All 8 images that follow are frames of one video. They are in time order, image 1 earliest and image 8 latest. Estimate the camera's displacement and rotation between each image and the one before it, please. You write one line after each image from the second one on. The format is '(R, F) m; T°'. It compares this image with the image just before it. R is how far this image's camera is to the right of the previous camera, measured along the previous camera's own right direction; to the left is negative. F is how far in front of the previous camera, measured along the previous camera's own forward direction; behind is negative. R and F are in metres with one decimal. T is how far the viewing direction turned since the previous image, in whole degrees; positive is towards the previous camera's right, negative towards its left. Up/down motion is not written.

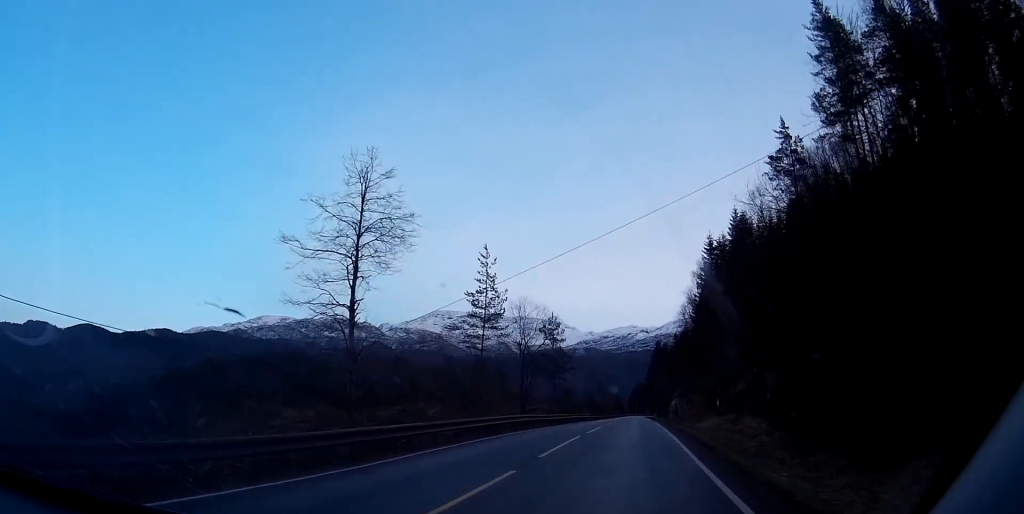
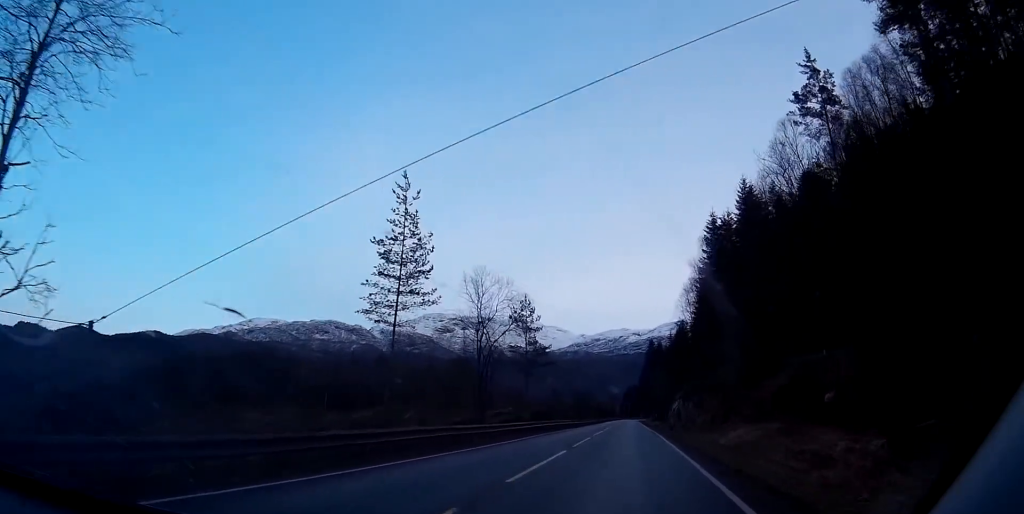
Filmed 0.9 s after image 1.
(0.0, +16.5) m; +1°
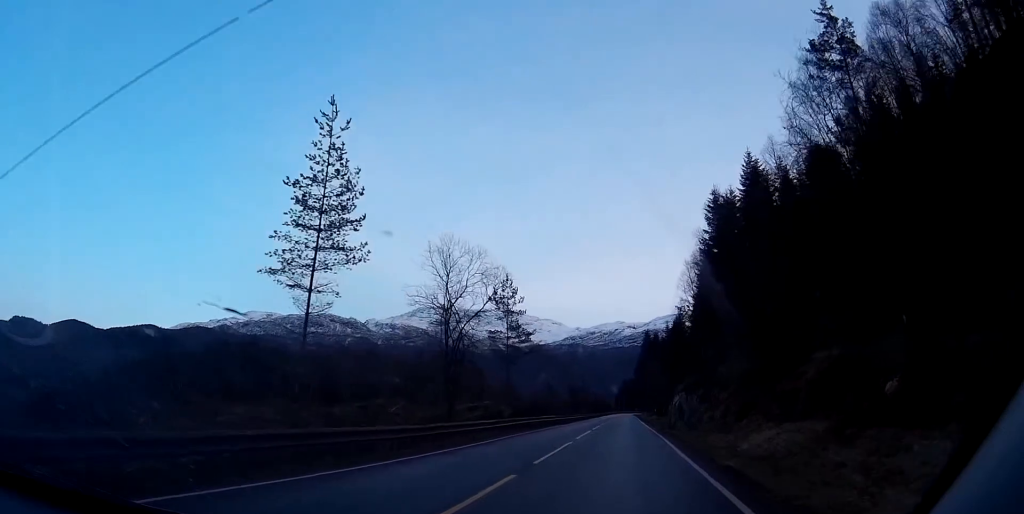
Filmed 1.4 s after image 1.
(+0.1, +8.3) m; 0°
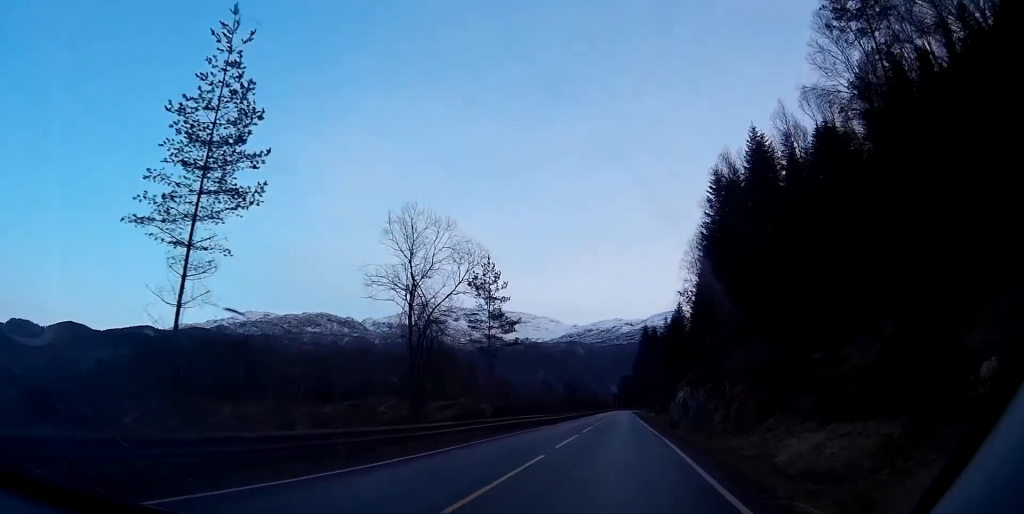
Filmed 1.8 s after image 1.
(0.0, +7.1) m; 0°
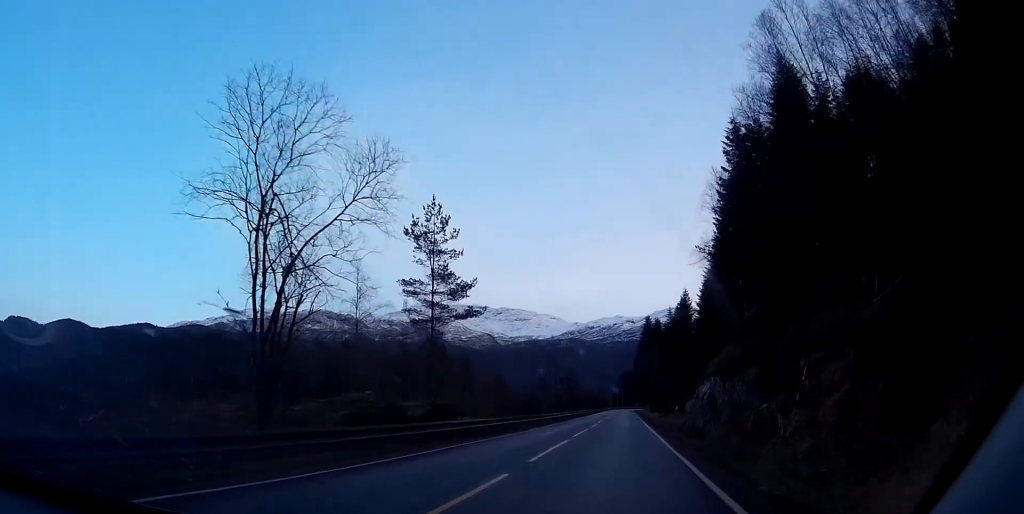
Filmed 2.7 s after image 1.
(+0.1, +16.8) m; -1°
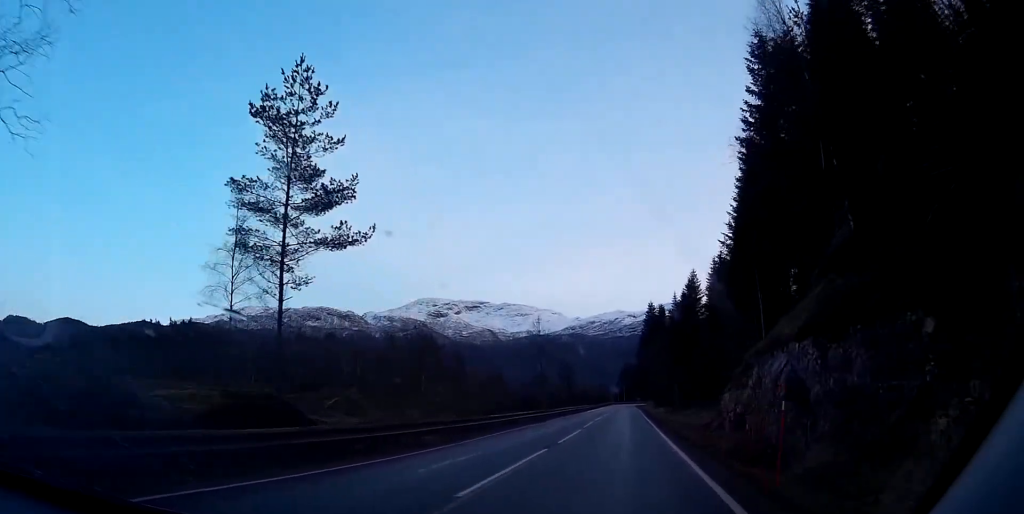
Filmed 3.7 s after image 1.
(-0.2, +18.1) m; 0°
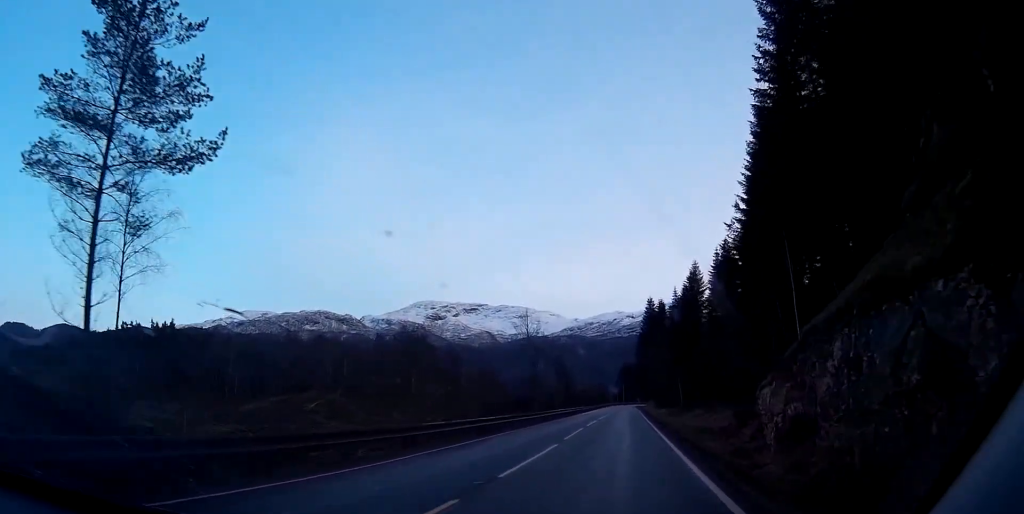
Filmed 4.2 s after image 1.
(+0.1, +9.1) m; 0°
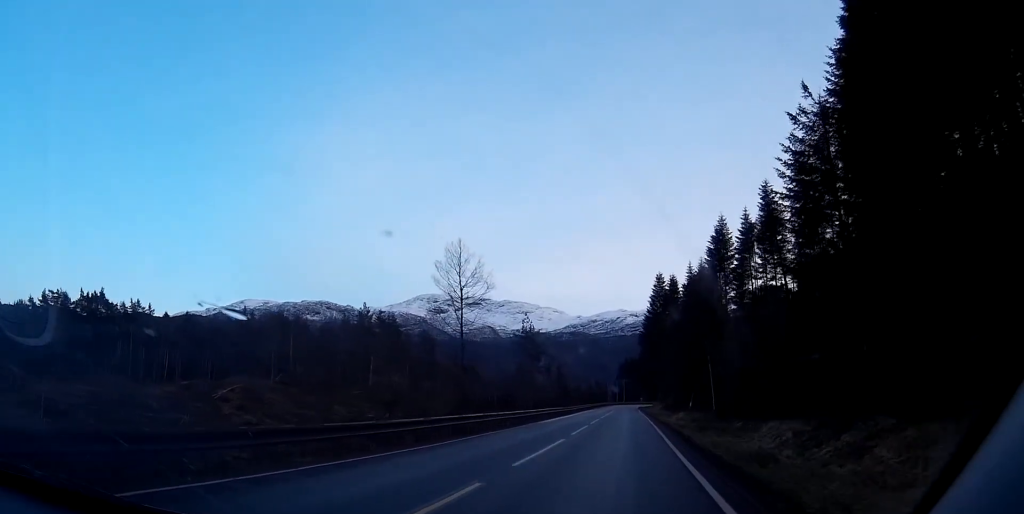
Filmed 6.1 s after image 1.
(-0.7, +34.2) m; -2°
